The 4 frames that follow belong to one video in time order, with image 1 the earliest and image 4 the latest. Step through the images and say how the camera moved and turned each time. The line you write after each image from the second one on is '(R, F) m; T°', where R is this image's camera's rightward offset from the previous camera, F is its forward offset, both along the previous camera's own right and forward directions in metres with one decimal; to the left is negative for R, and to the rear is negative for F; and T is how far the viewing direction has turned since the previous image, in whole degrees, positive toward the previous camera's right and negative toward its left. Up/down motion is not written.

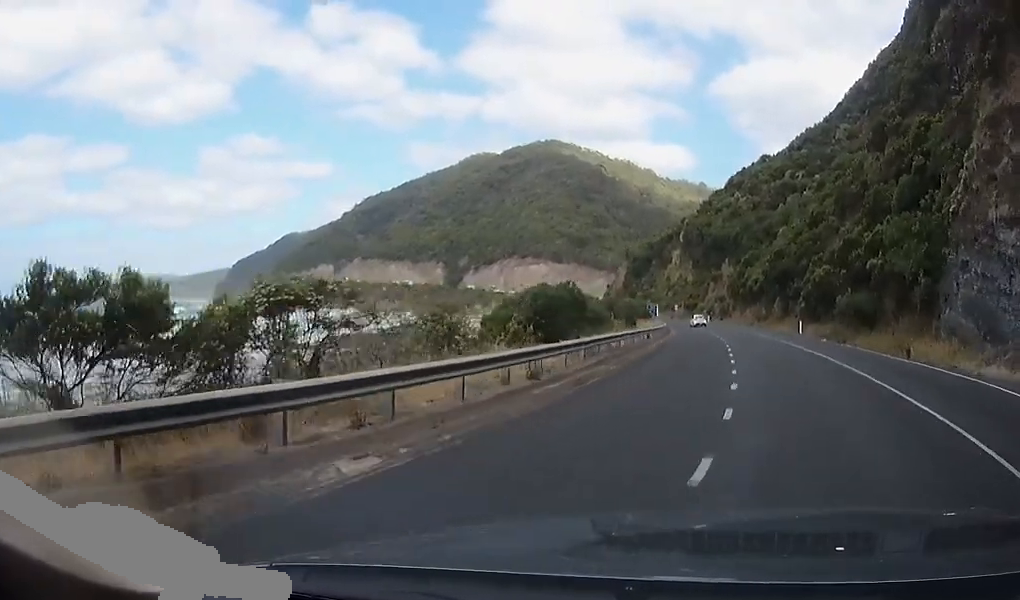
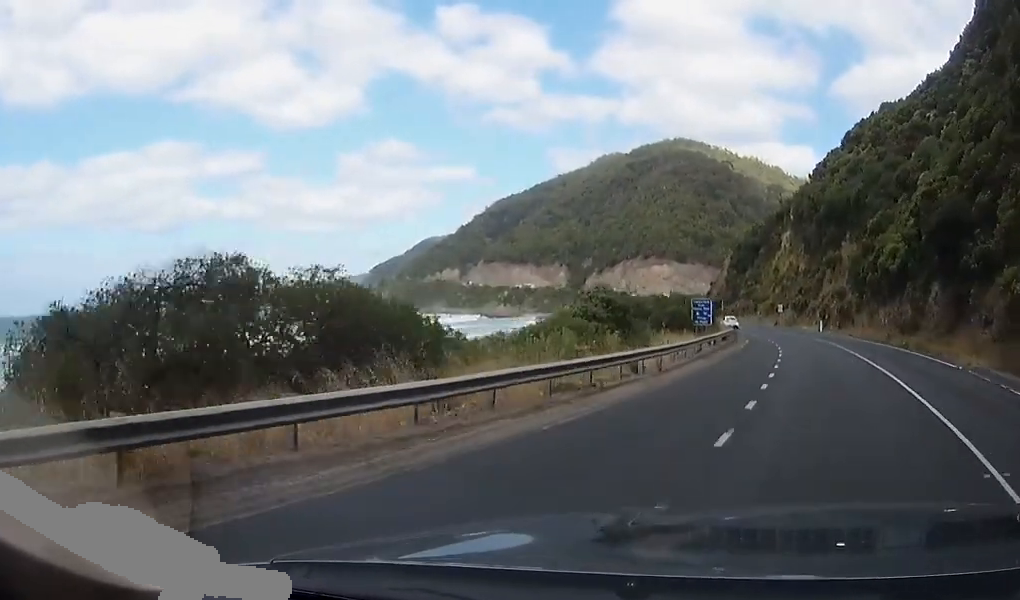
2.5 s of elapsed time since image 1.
(-3.4, +43.1) m; -7°
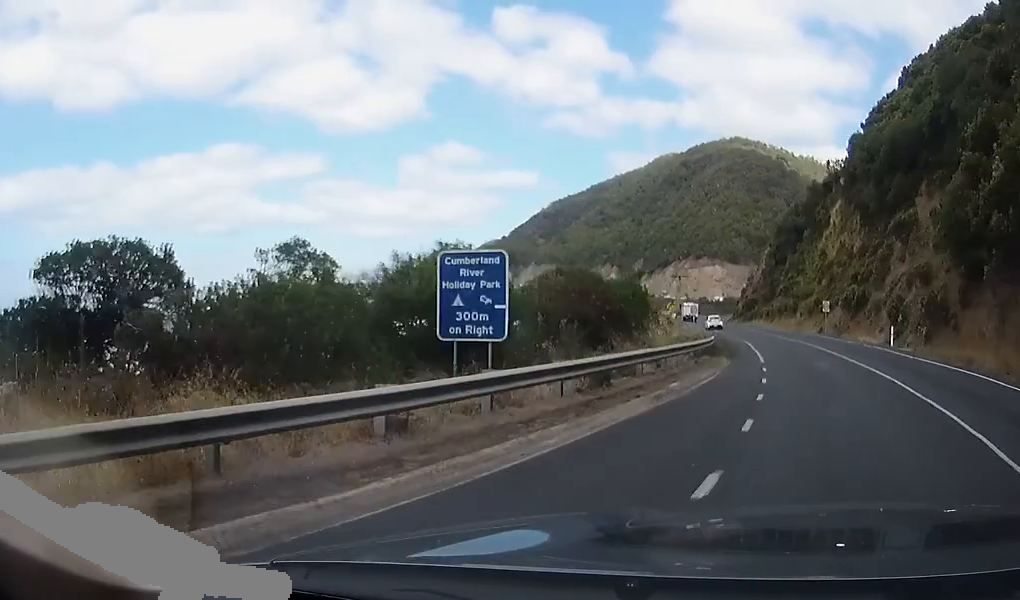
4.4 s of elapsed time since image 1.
(-2.1, +31.6) m; -8°
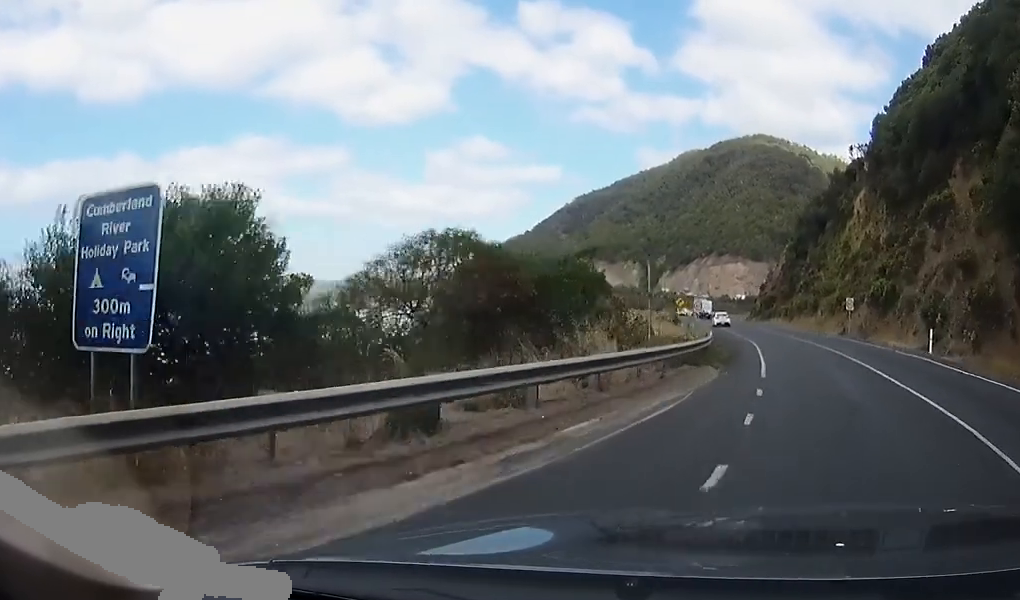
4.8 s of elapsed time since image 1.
(0.0, +7.2) m; -2°
